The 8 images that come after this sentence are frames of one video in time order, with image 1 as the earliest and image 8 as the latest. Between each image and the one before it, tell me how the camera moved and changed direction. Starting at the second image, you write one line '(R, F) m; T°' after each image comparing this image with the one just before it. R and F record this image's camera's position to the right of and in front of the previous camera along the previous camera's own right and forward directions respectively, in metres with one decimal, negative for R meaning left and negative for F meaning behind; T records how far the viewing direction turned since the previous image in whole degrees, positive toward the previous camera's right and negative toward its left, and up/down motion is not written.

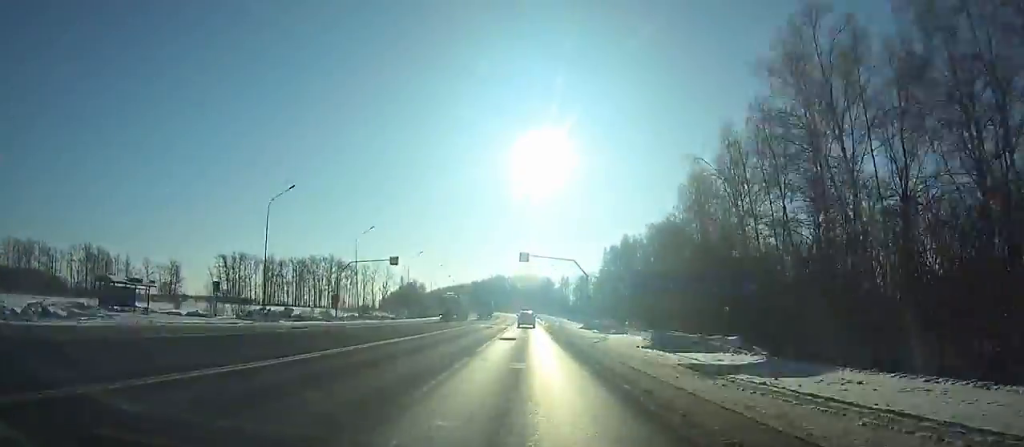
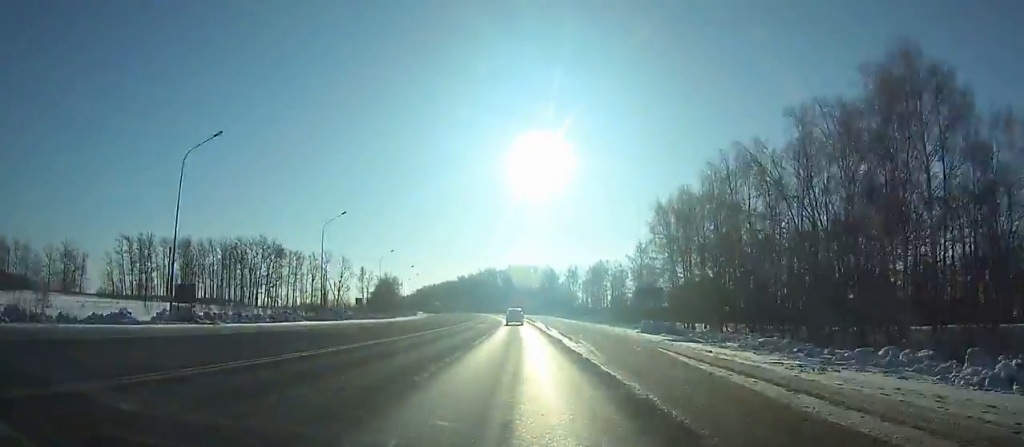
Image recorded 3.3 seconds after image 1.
(-0.2, +71.3) m; -1°
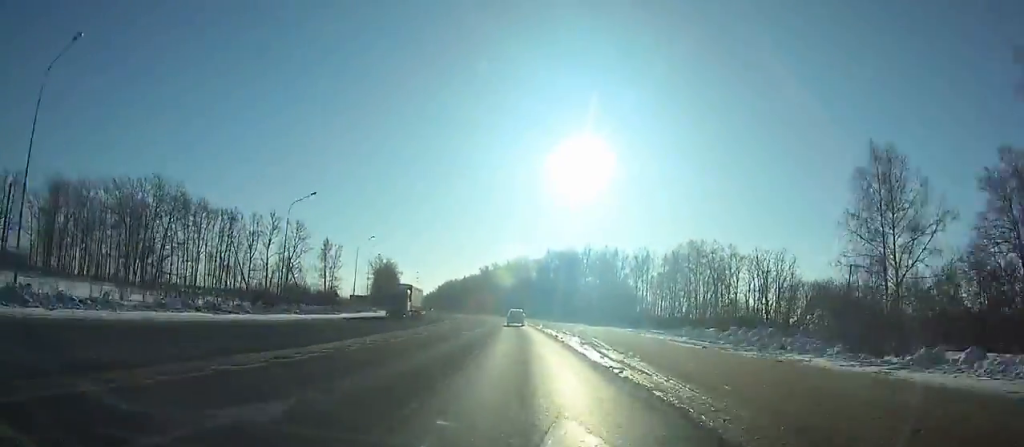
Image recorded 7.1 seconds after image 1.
(-2.0, +82.0) m; -4°
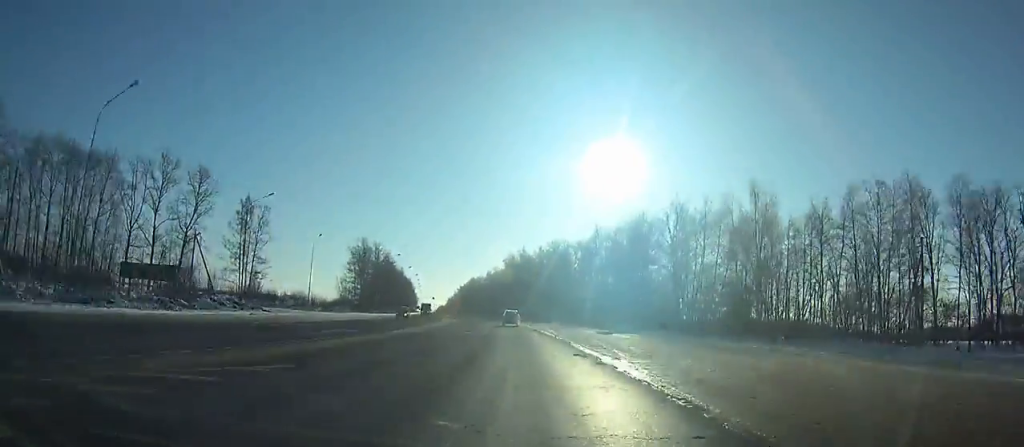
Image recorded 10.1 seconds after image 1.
(-2.4, +64.6) m; -4°
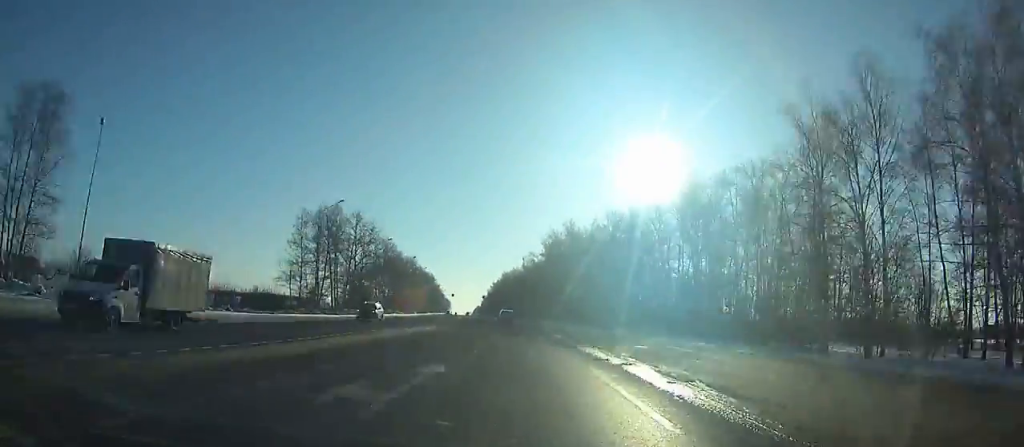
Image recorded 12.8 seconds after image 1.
(-1.6, +58.4) m; -3°
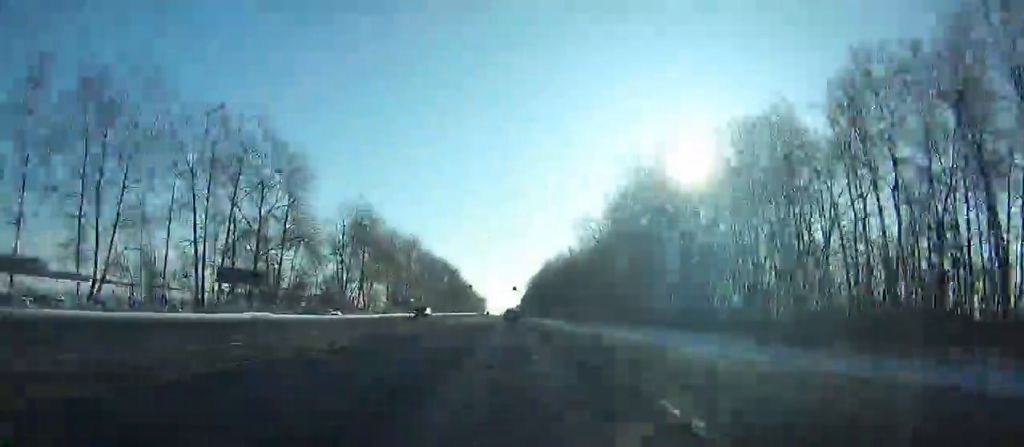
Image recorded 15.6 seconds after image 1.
(-0.9, +60.8) m; -3°
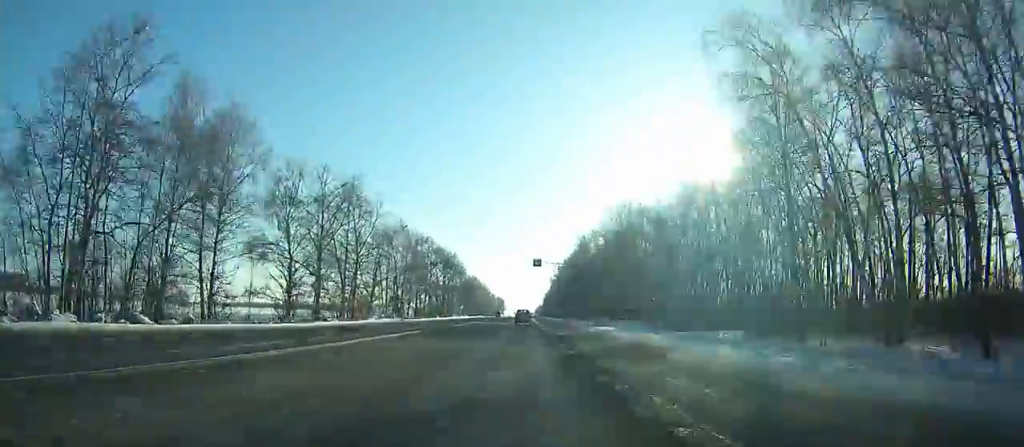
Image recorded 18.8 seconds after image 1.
(-3.0, +70.2) m; -3°
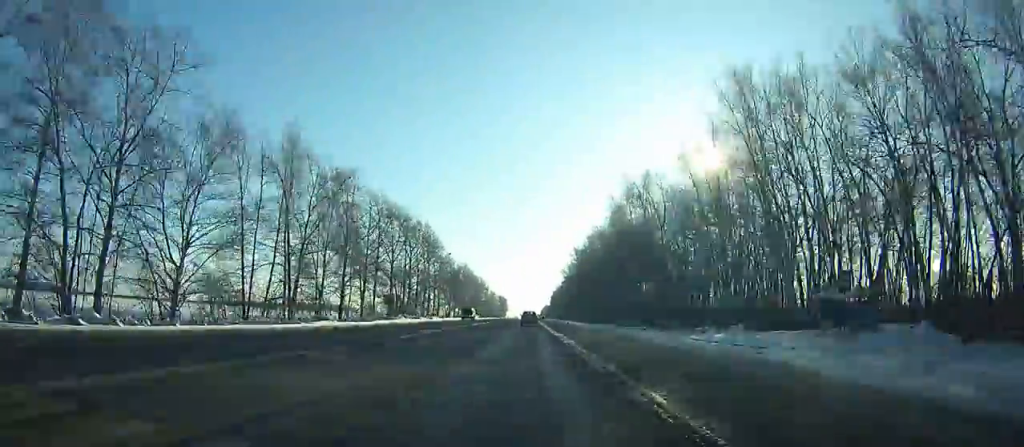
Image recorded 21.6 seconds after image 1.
(-0.5, +62.1) m; 0°
